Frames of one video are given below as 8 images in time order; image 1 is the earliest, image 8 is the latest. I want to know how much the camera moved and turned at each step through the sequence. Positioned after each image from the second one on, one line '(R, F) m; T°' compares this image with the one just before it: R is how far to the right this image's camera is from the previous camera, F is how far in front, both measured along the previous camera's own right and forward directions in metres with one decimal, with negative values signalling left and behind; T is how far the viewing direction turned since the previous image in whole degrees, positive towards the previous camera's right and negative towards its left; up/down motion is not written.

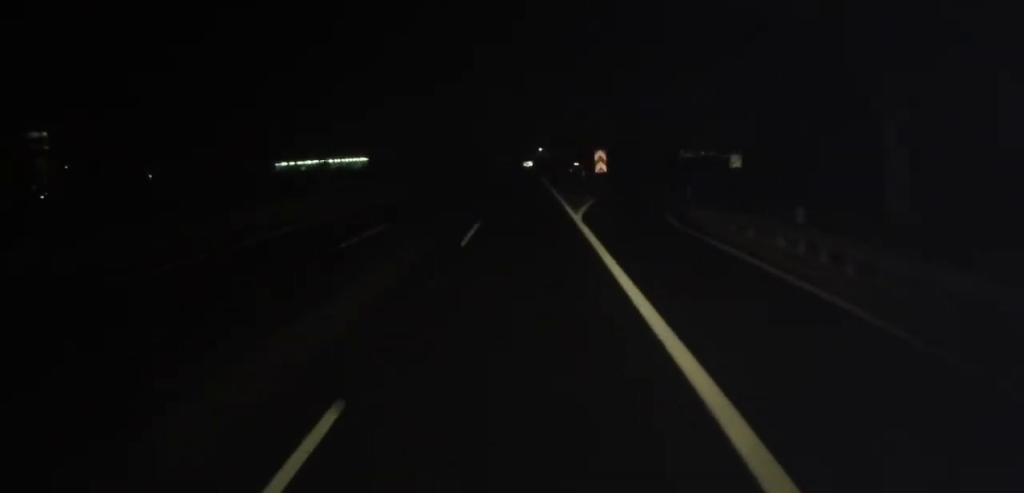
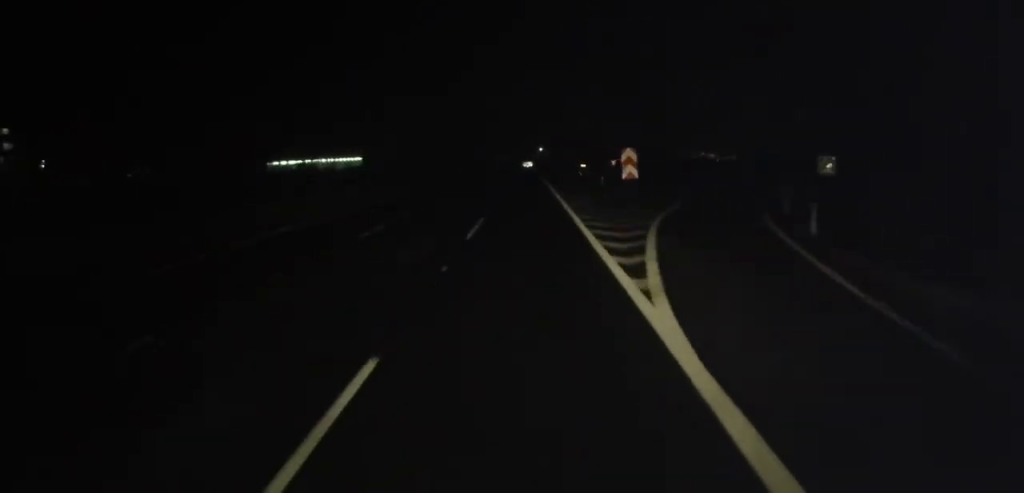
(+0.1, +16.4) m; +1°
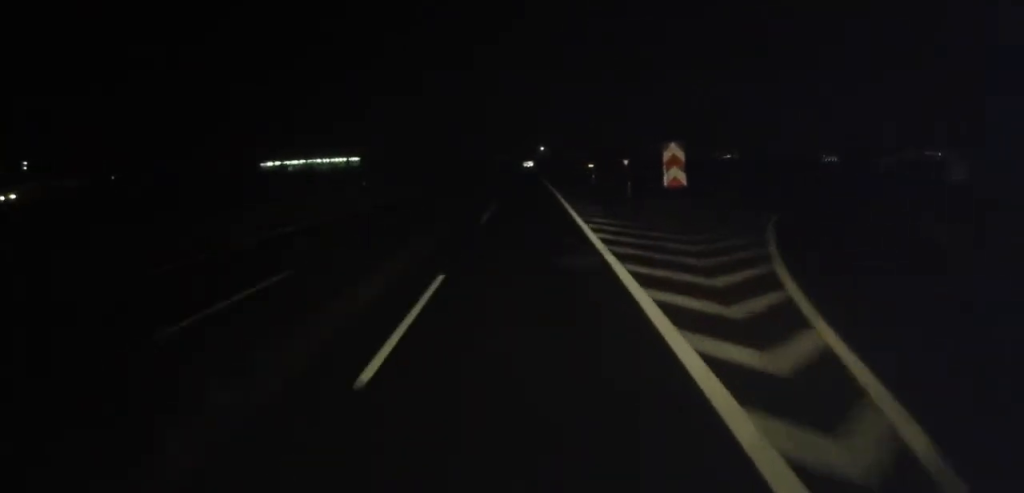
(+0.3, +12.5) m; 0°
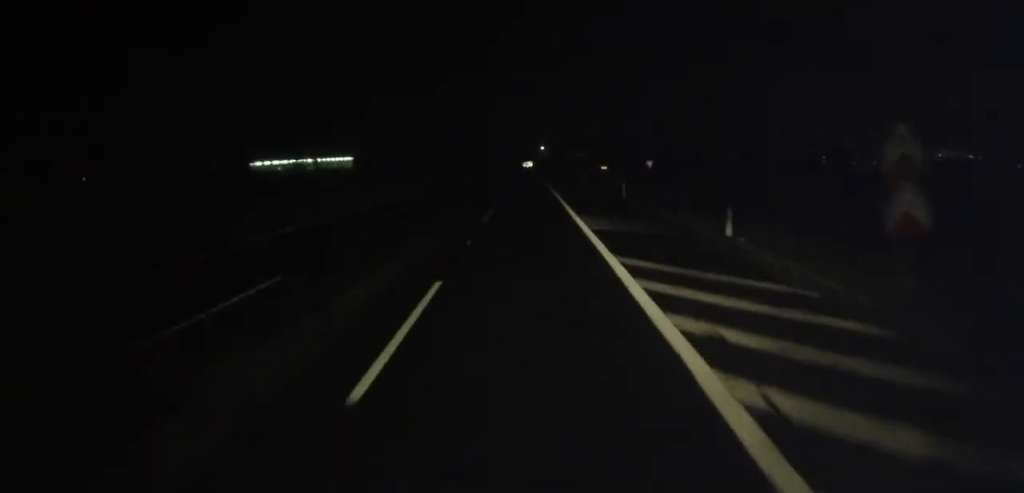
(-0.2, +18.7) m; -1°
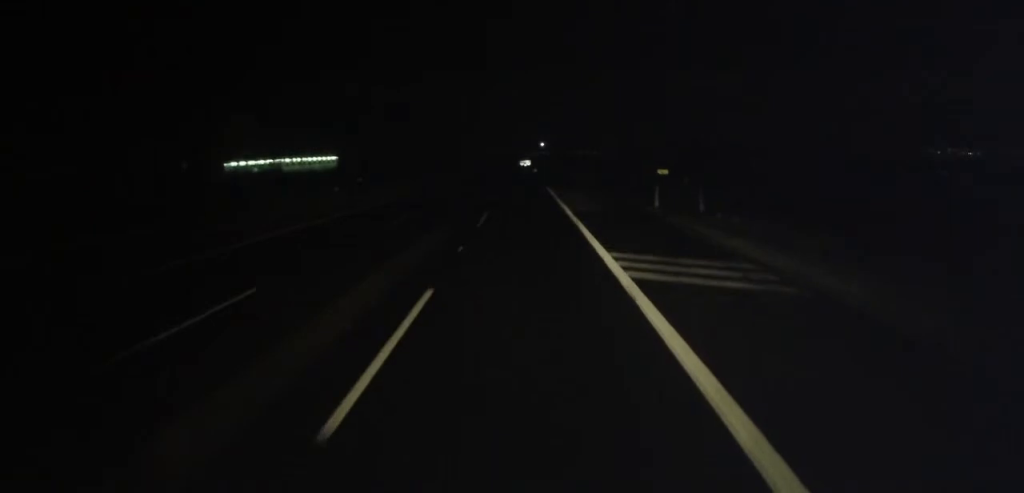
(-0.6, +37.3) m; -2°
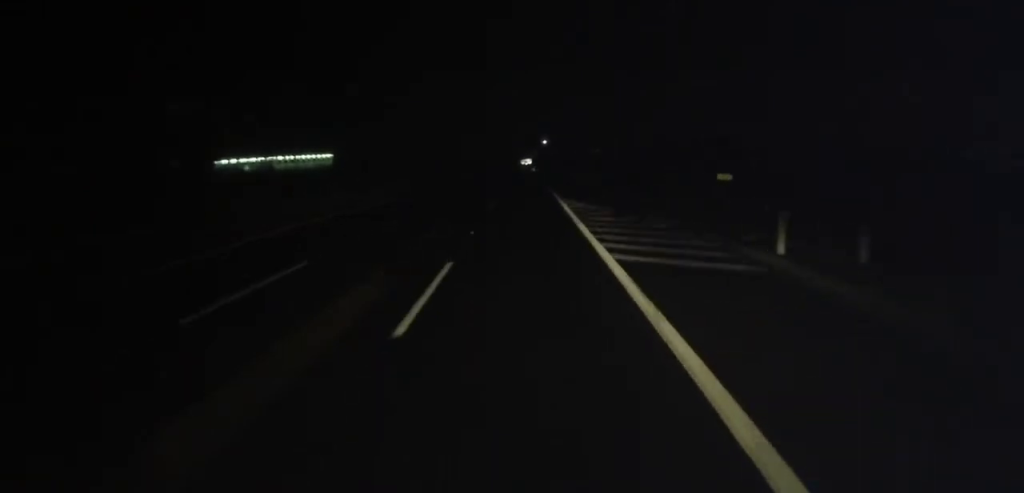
(-0.3, +14.6) m; 0°
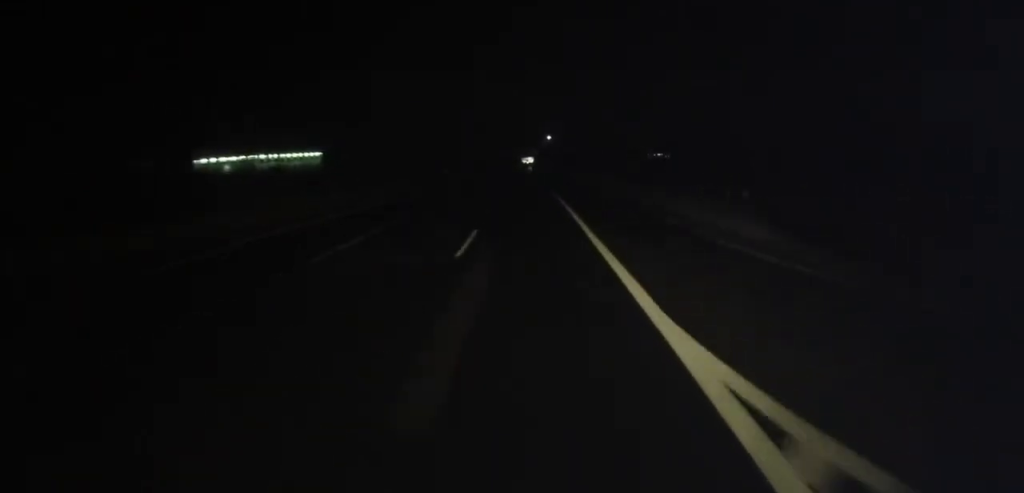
(+0.7, +29.1) m; +3°
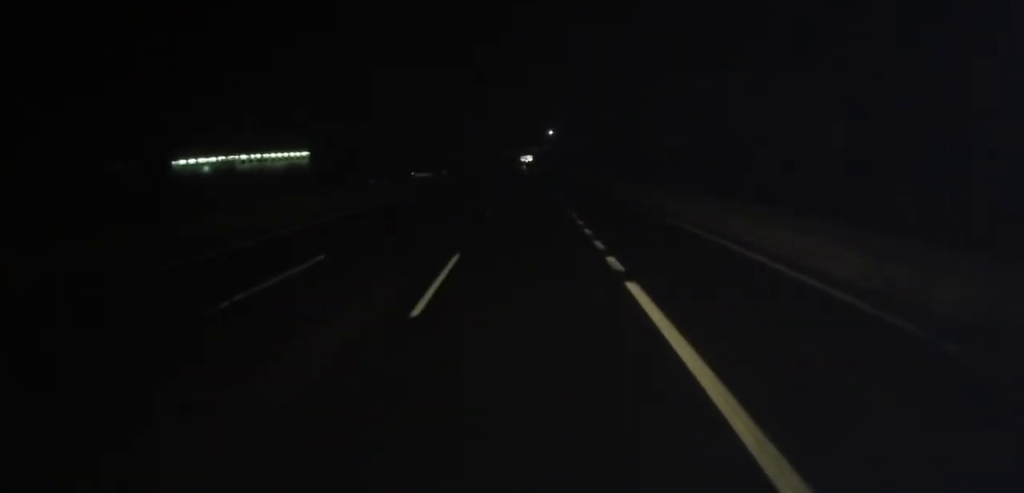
(+0.4, +23.8) m; -1°
